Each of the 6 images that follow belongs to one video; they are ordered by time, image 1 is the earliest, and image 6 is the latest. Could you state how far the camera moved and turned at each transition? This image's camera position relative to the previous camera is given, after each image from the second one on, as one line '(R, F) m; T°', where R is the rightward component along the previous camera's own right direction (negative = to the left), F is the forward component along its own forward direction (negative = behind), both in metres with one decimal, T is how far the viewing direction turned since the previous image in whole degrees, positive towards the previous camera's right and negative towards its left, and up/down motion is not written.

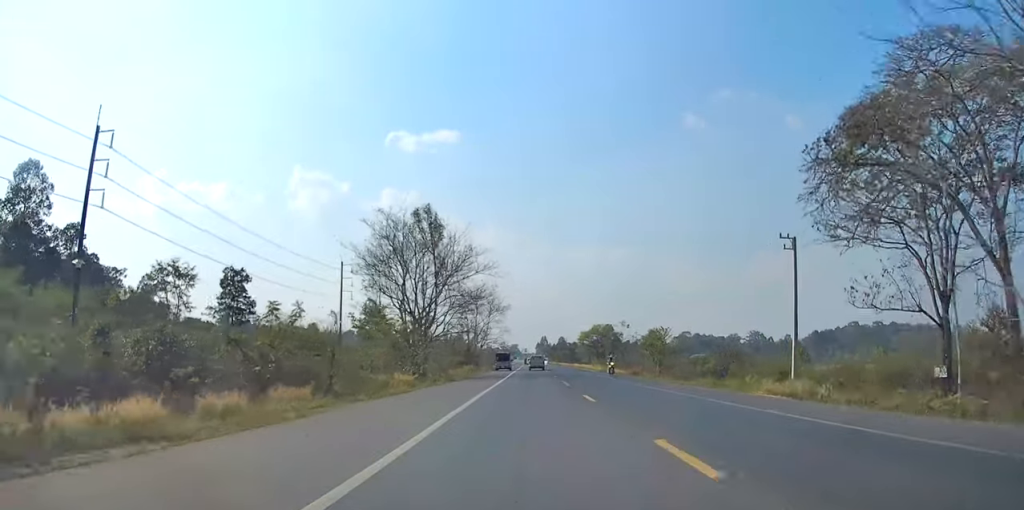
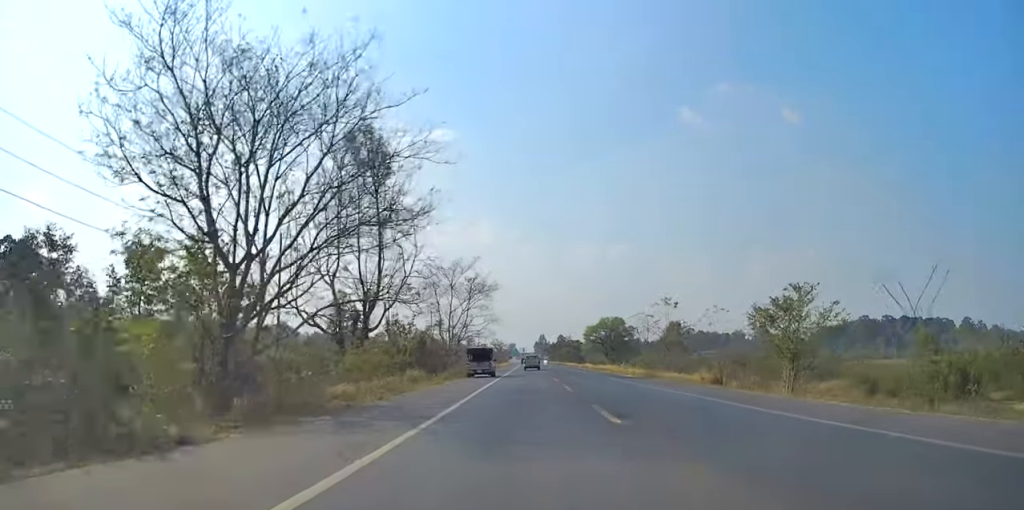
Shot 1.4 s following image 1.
(+0.1, +30.7) m; 0°
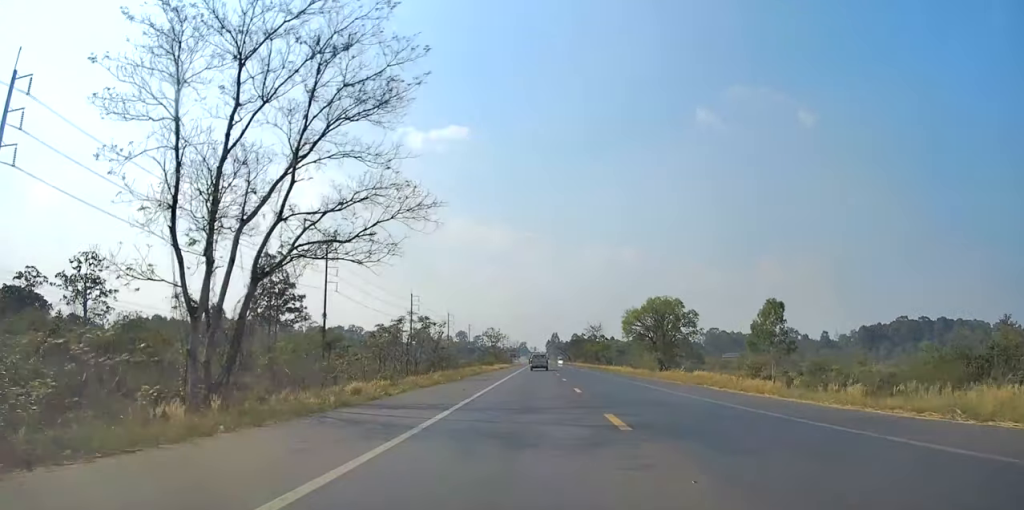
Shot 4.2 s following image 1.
(-0.5, +60.6) m; -1°
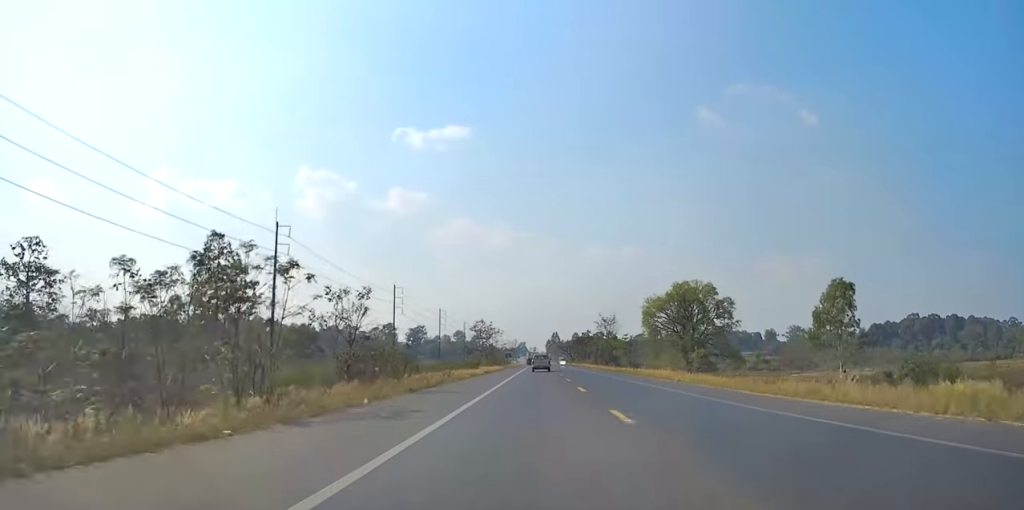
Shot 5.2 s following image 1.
(+0.3, +22.8) m; +1°
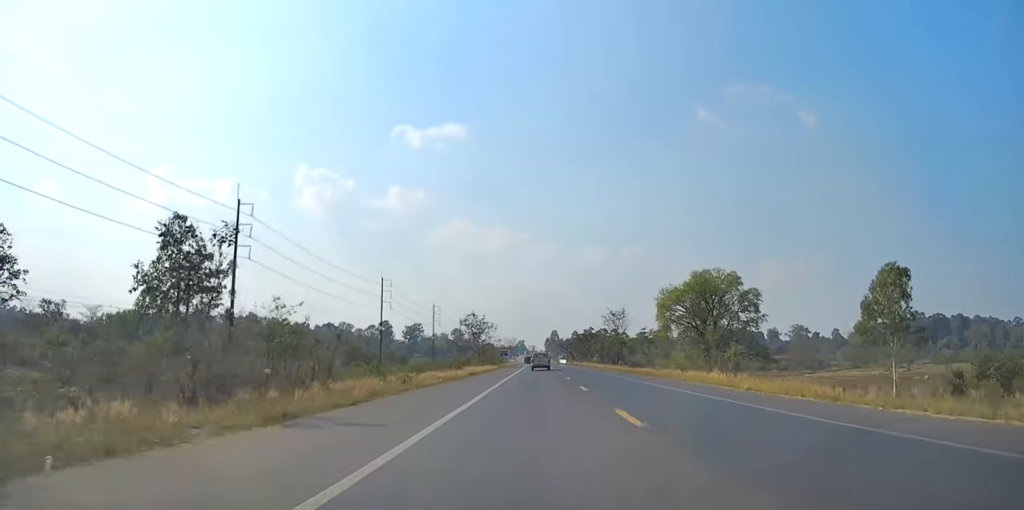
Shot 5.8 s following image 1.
(+0.1, +12.5) m; 0°
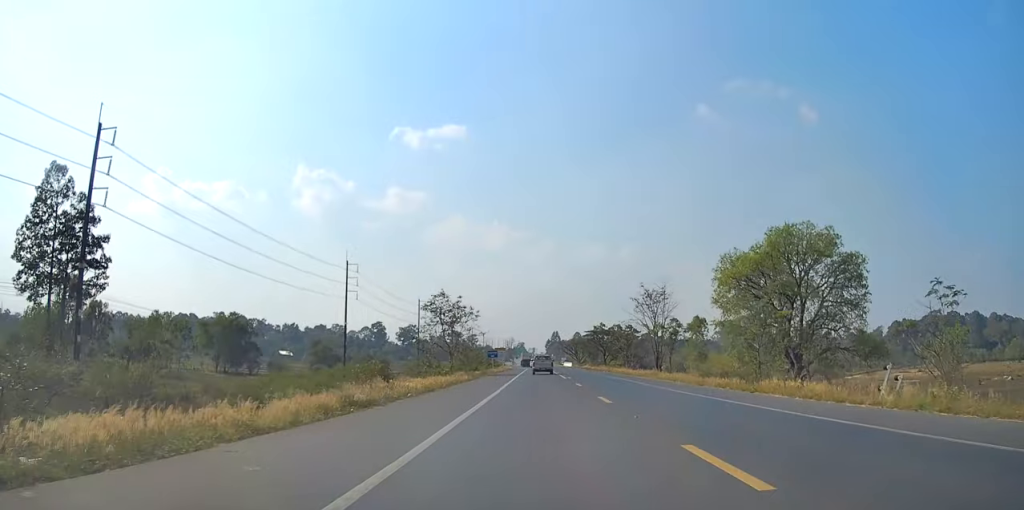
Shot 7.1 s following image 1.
(+0.1, +28.6) m; 0°
